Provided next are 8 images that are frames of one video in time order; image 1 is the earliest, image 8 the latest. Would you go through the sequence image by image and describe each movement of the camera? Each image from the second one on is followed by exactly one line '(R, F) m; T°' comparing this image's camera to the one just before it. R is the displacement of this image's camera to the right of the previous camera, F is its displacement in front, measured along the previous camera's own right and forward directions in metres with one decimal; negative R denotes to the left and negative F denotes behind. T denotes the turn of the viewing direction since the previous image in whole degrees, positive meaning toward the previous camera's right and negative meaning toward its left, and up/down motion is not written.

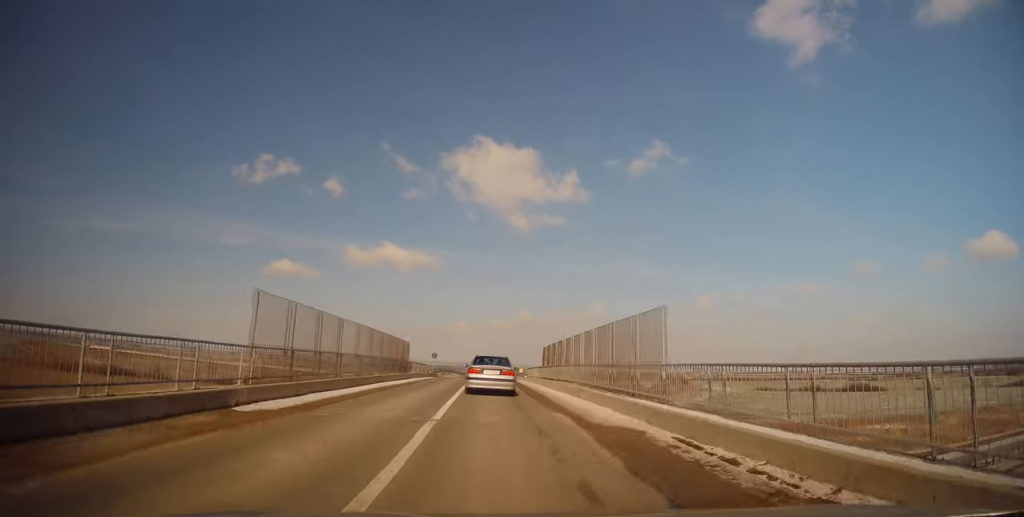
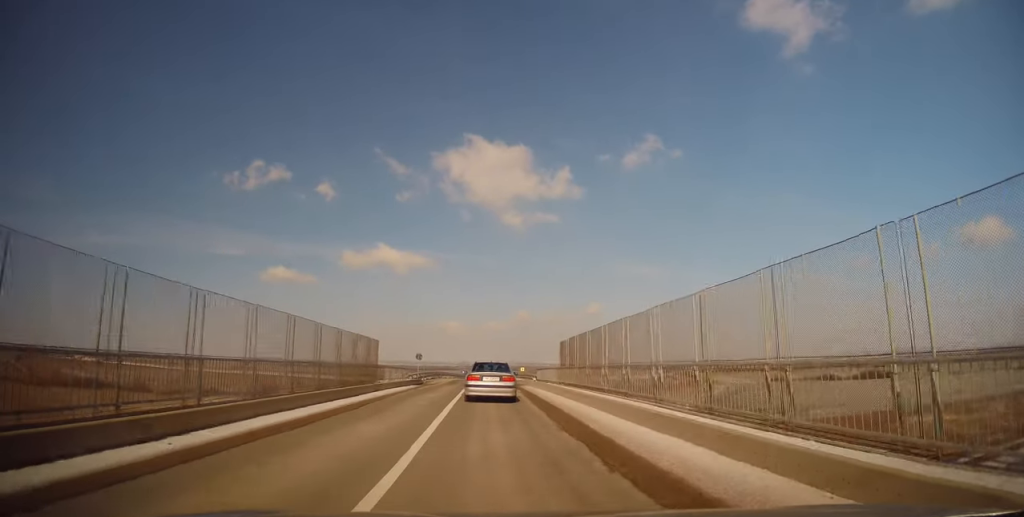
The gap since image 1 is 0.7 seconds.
(0.0, +11.9) m; 0°
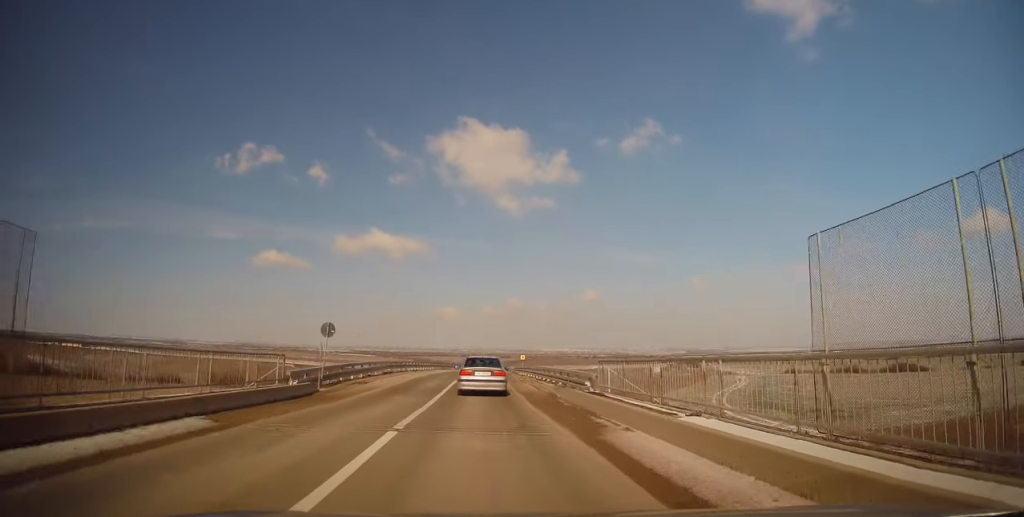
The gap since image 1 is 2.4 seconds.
(+0.3, +26.0) m; +1°
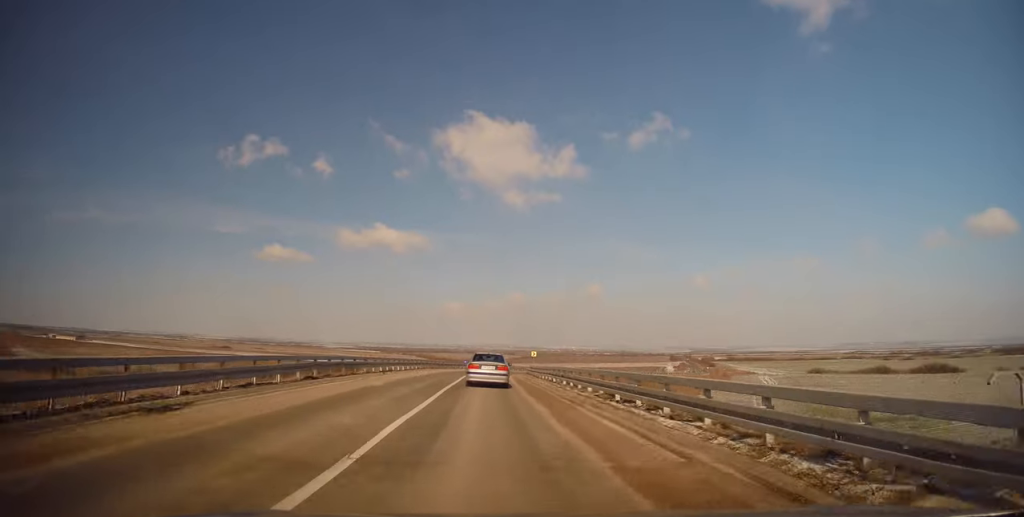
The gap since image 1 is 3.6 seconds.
(-0.3, +17.2) m; -1°
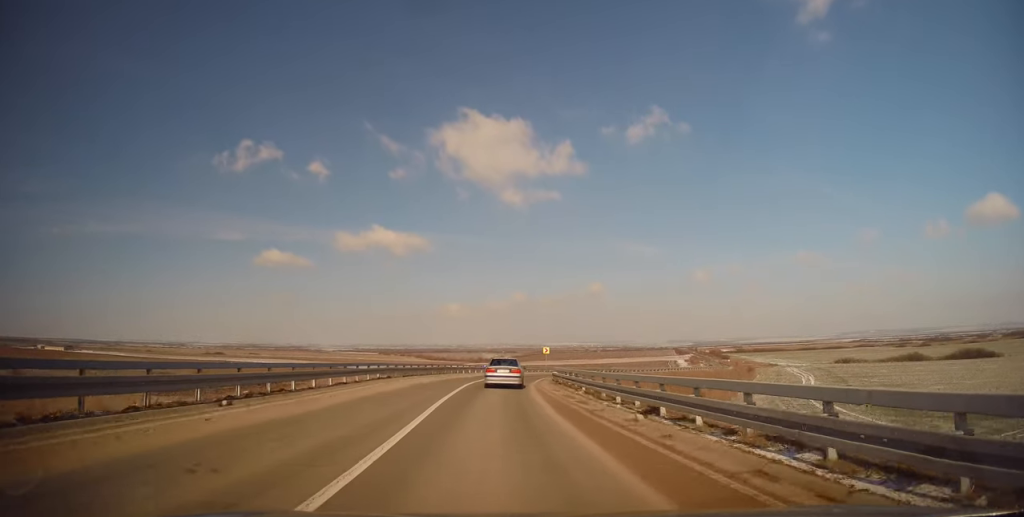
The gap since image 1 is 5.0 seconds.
(+0.1, +19.1) m; 0°
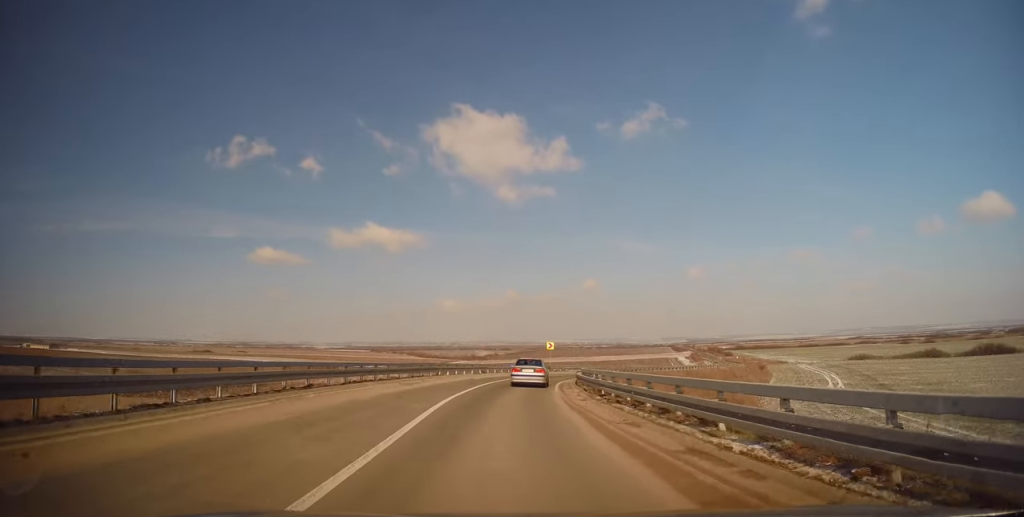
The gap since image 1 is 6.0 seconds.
(0.0, +12.8) m; +1°
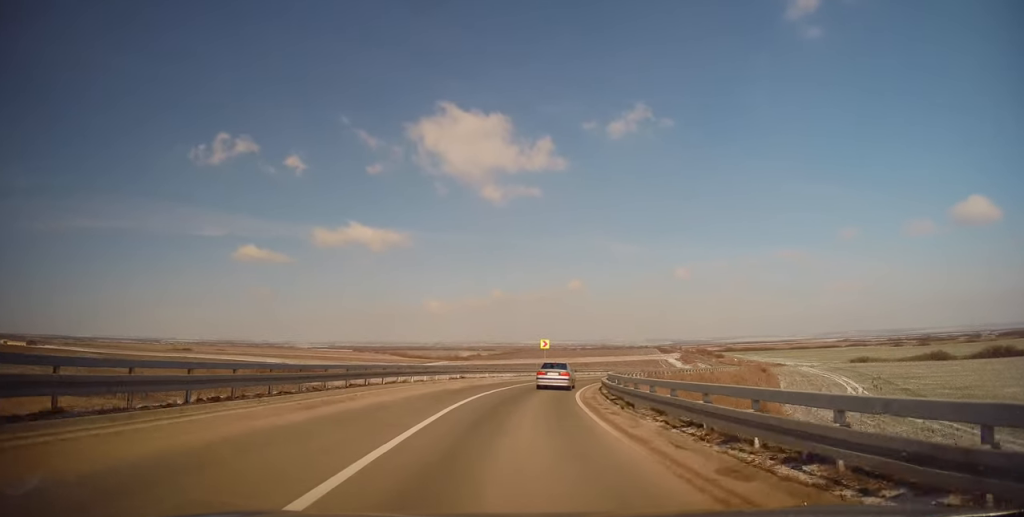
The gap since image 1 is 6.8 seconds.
(+0.1, +11.2) m; +2°
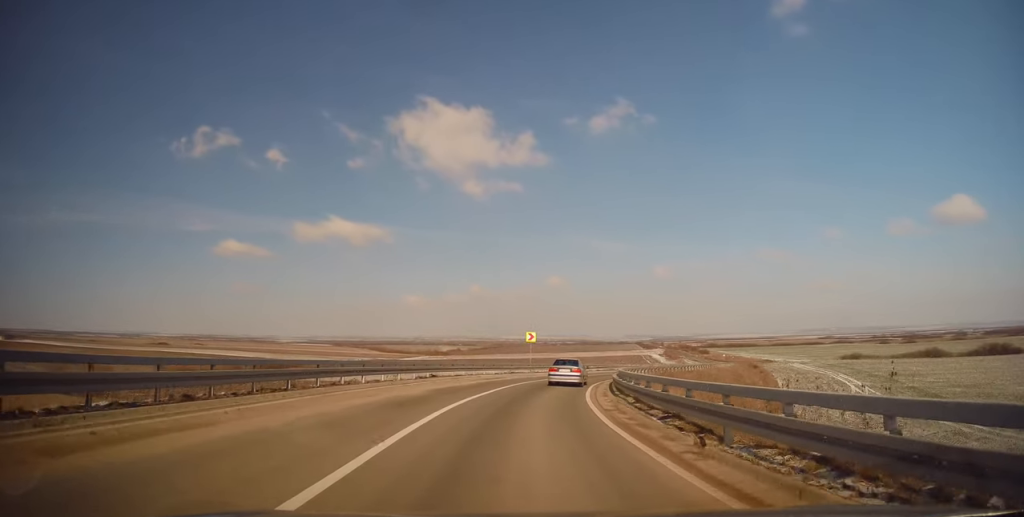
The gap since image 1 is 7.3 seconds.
(0.0, +6.8) m; +2°
